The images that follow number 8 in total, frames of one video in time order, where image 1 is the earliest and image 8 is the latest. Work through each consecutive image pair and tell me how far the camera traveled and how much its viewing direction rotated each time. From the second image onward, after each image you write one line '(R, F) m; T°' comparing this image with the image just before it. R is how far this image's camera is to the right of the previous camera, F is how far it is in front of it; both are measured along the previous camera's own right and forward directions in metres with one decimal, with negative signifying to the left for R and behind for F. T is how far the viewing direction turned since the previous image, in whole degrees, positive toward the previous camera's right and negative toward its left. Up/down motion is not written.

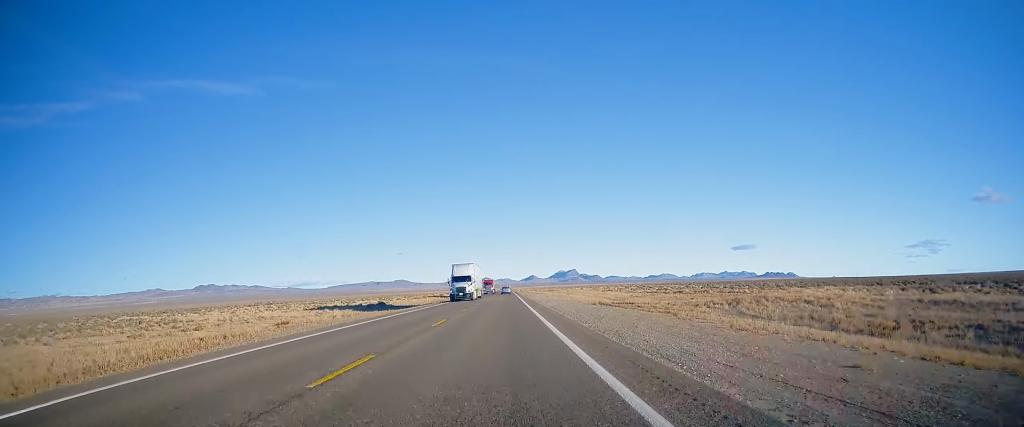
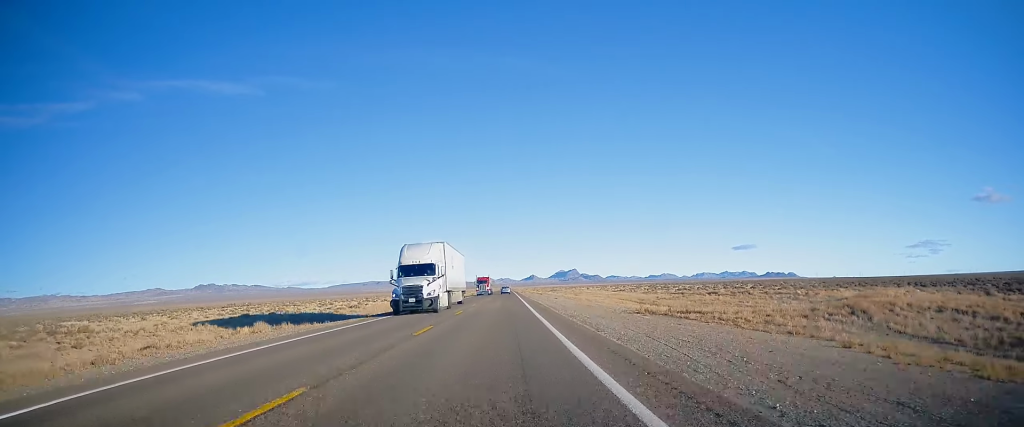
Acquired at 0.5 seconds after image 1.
(0.0, +15.9) m; 0°
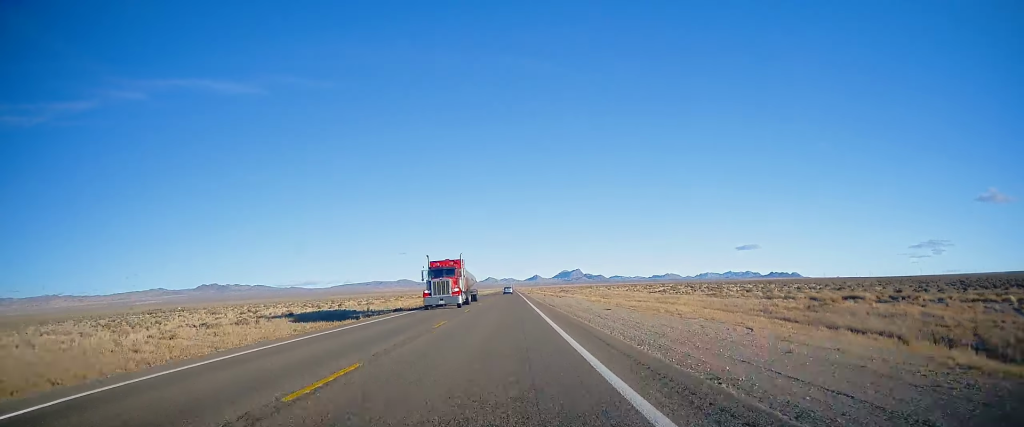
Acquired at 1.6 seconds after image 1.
(-0.2, +33.7) m; -1°
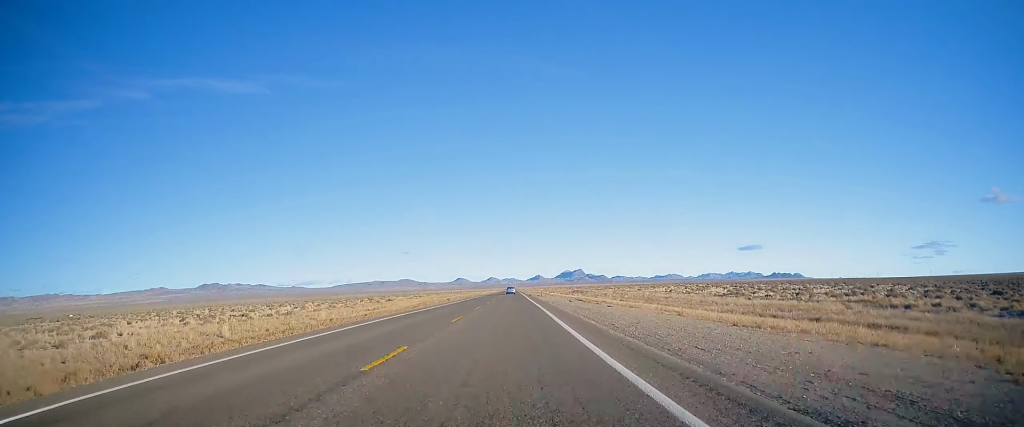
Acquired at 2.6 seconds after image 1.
(-0.2, +33.8) m; 0°
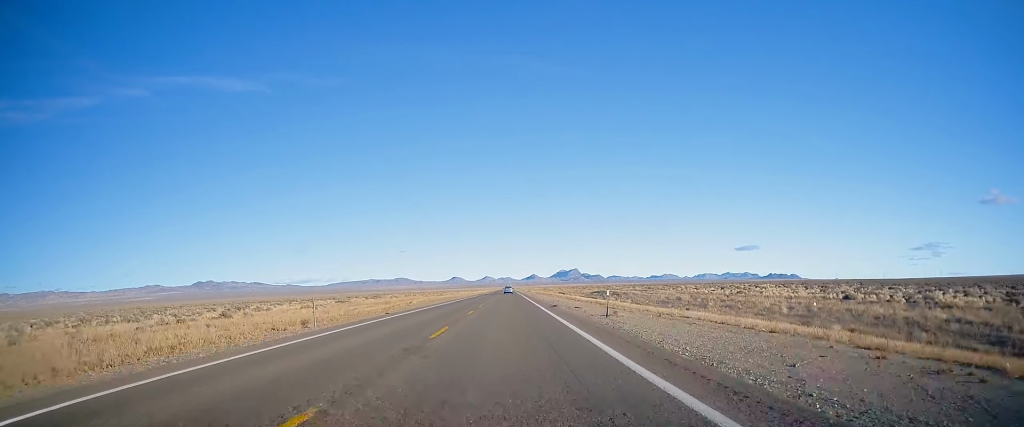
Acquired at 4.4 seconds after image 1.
(+0.3, +55.1) m; 0°
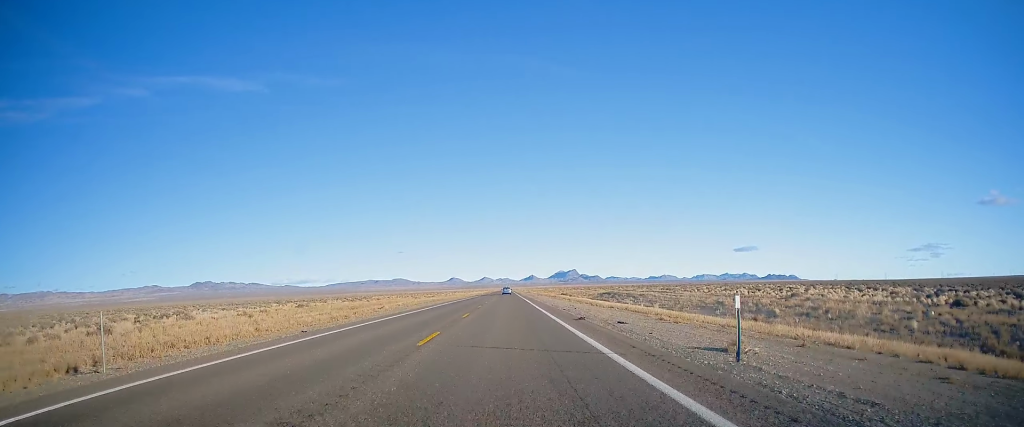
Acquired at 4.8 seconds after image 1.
(-0.1, +13.8) m; 0°
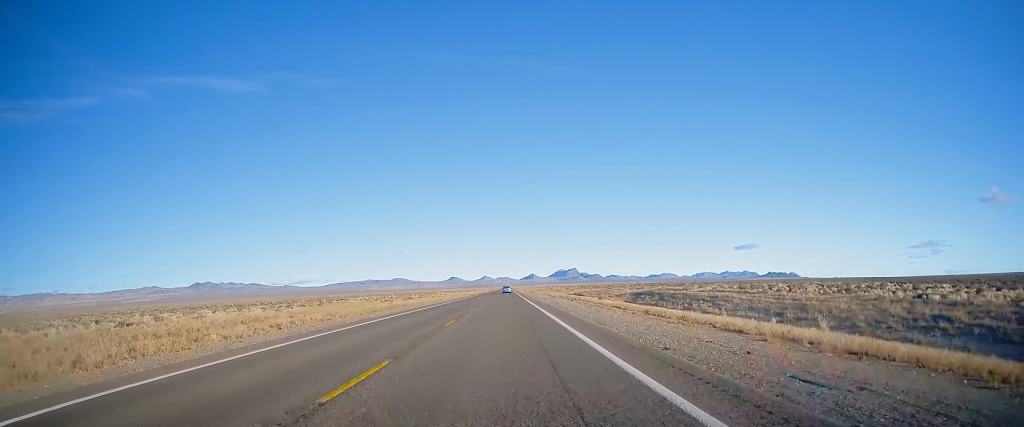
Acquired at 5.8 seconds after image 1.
(0.0, +31.1) m; 0°
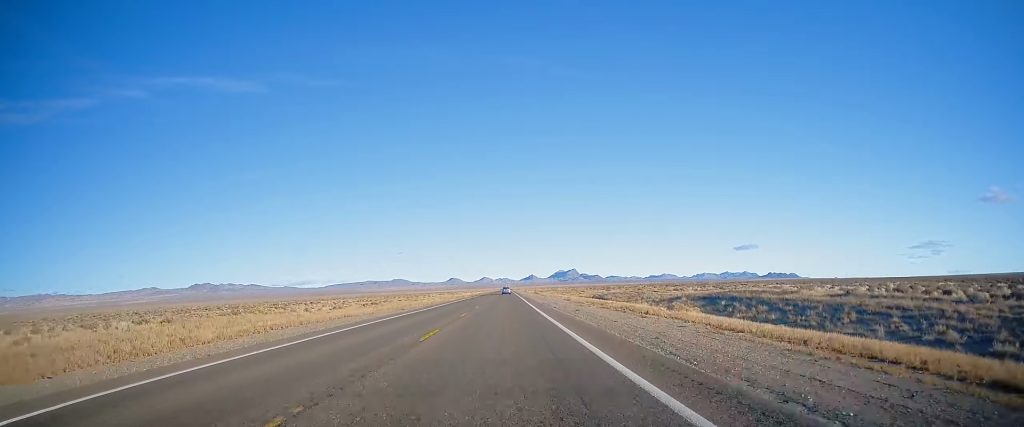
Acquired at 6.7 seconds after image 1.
(+0.2, +29.0) m; +1°
